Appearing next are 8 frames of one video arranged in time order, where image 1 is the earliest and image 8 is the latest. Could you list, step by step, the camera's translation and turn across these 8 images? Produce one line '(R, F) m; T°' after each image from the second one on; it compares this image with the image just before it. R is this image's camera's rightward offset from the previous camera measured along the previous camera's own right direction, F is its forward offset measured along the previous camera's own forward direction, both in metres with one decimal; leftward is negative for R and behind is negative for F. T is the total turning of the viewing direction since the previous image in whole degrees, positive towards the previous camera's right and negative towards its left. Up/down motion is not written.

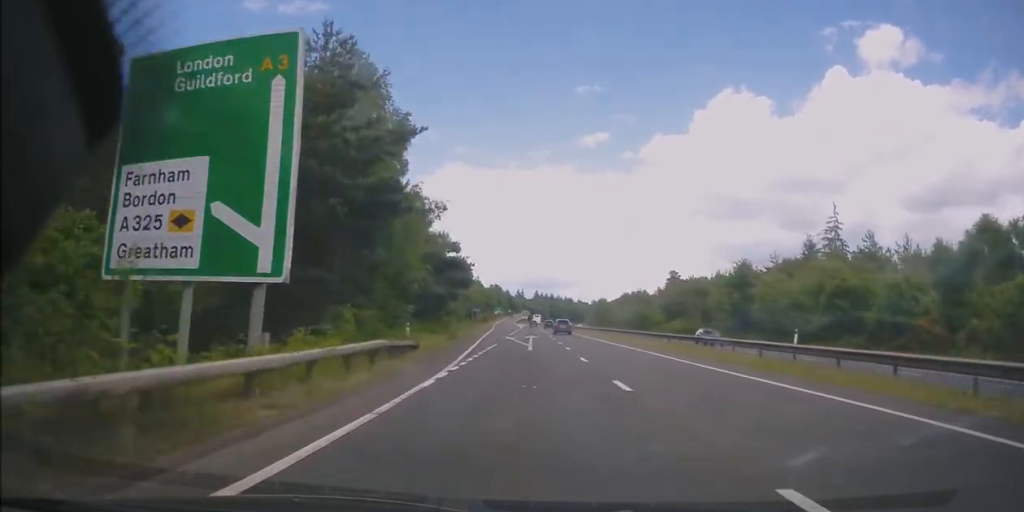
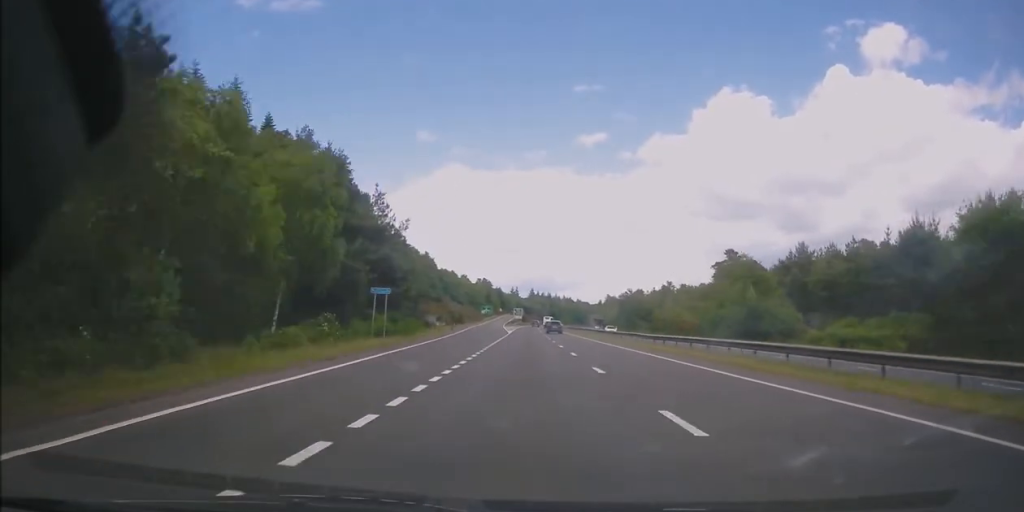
(-0.6, +58.6) m; 0°
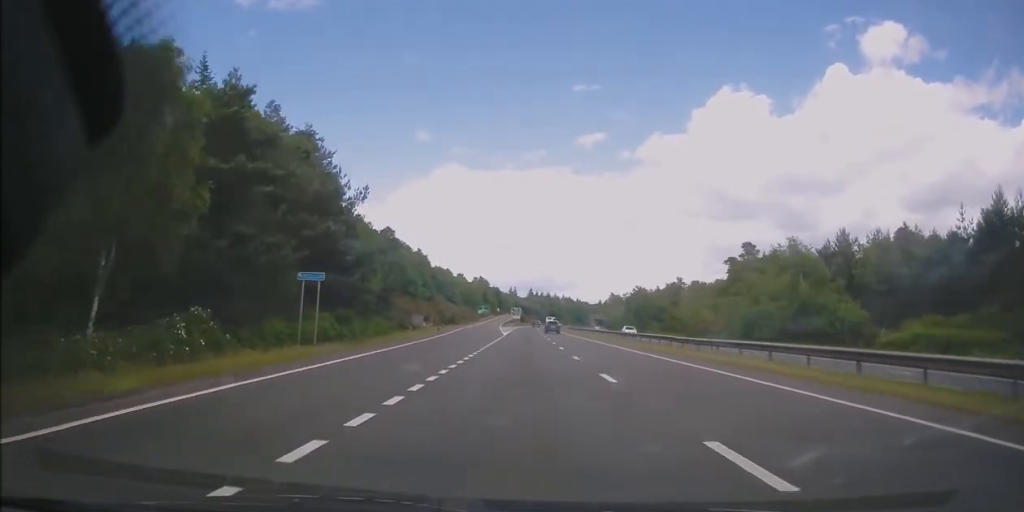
(+0.2, +11.6) m; +1°
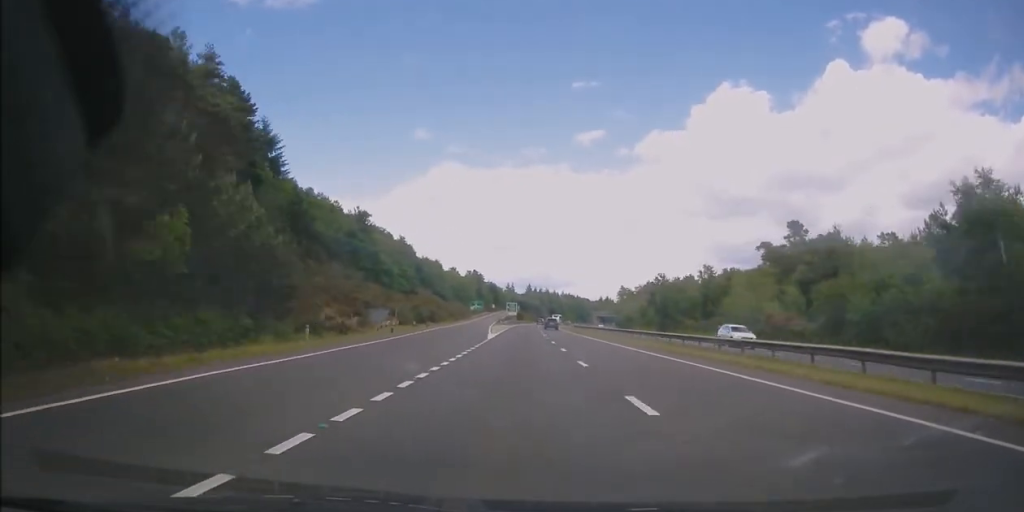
(+0.1, +23.1) m; 0°
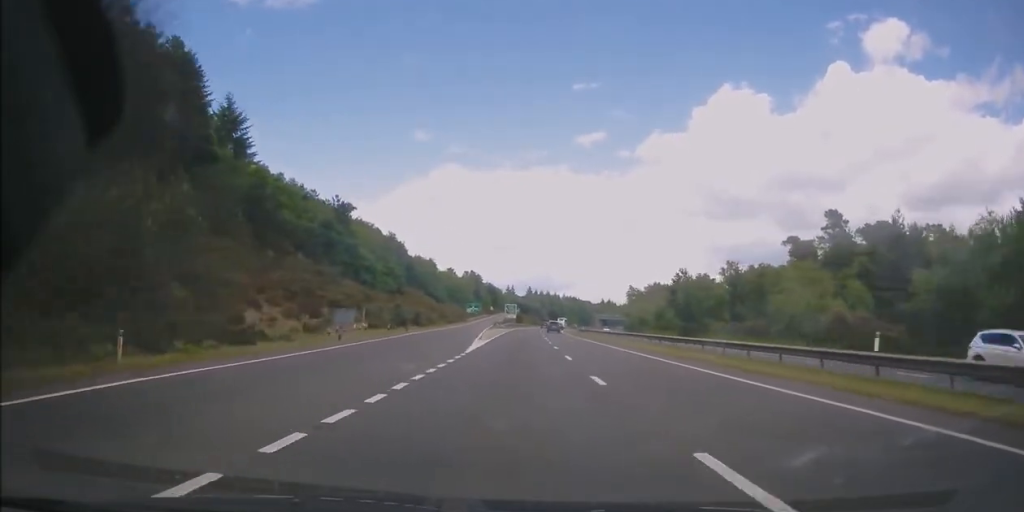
(+0.1, +13.5) m; -1°
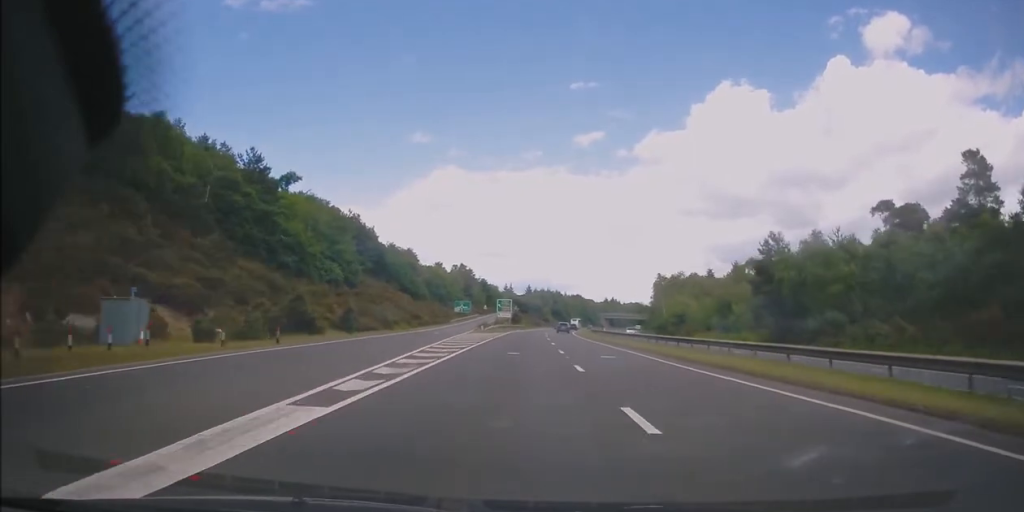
(-0.4, +32.8) m; +1°
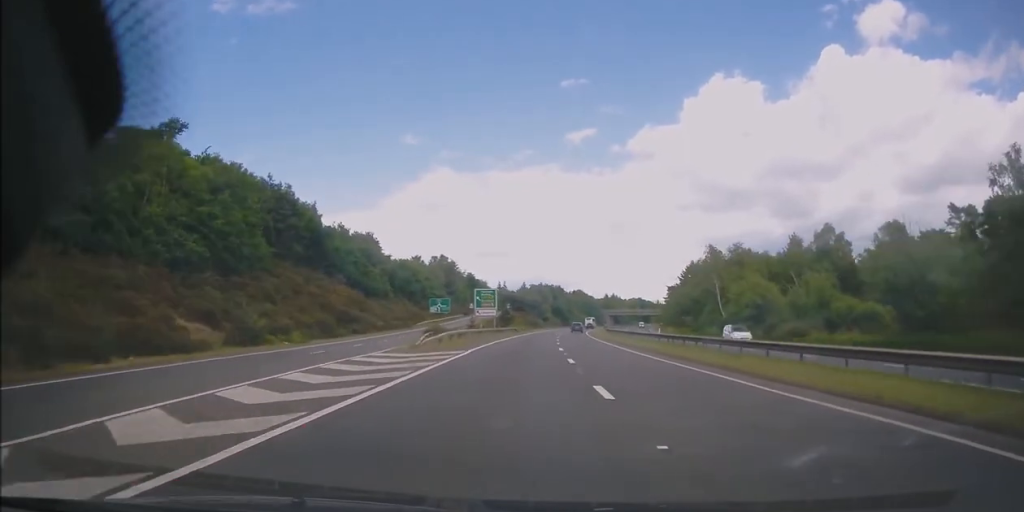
(+0.6, +35.6) m; +1°
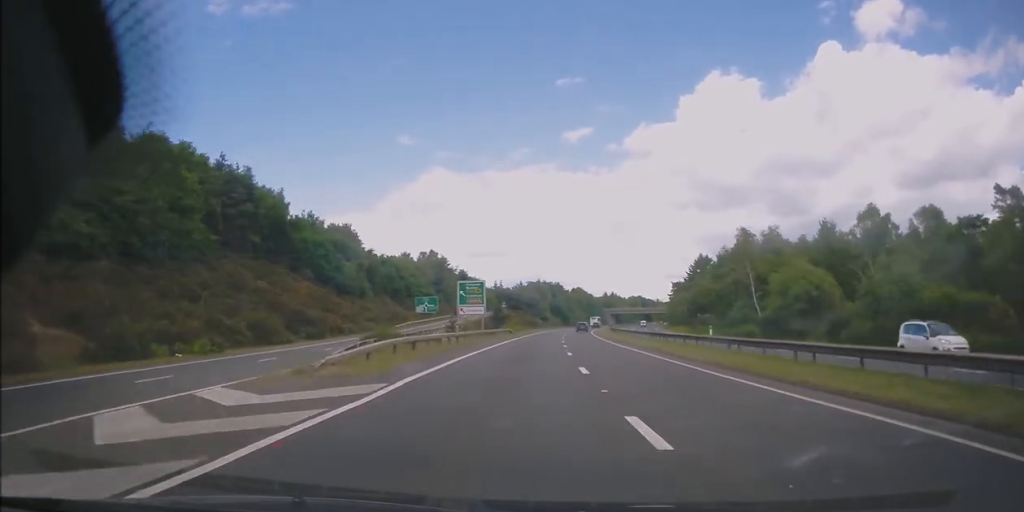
(-0.4, +13.3) m; 0°
